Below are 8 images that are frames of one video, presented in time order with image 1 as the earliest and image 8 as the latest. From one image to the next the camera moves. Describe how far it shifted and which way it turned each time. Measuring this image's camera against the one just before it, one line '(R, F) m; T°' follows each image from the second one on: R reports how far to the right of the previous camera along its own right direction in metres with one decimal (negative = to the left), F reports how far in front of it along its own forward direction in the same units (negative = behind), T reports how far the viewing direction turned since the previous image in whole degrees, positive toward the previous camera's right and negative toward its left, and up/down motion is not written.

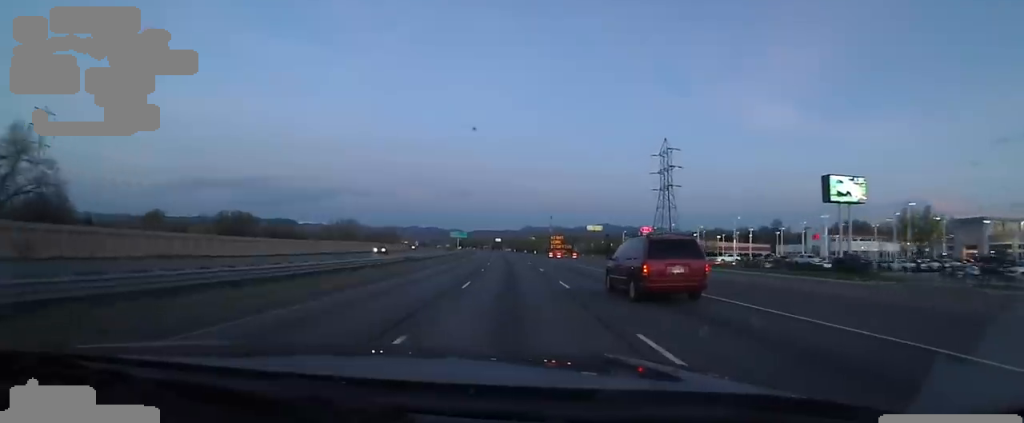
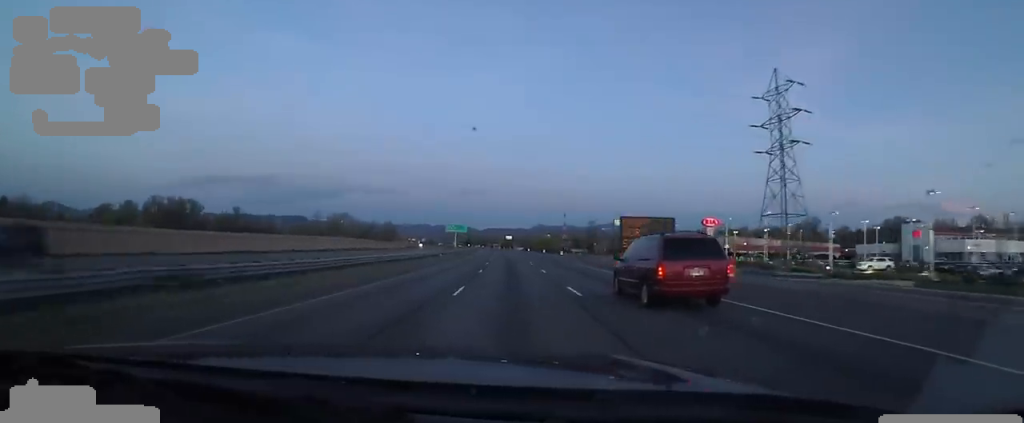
(-1.1, +40.2) m; -1°
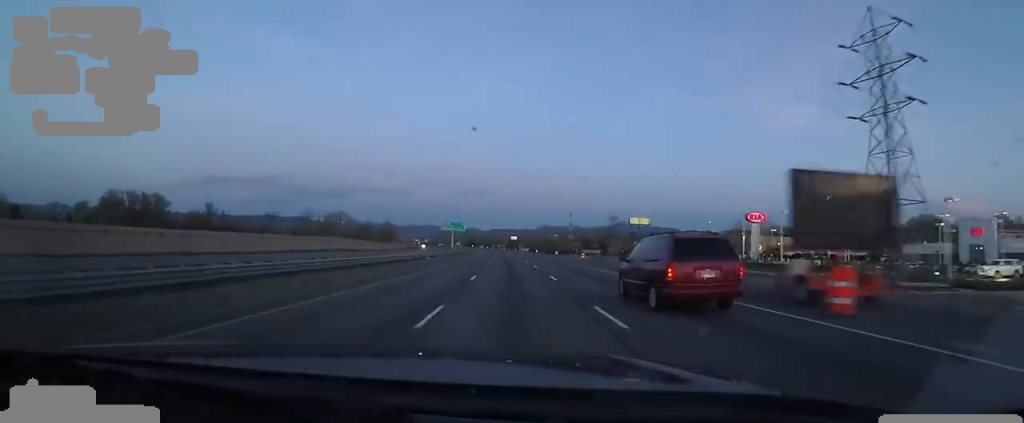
(0.0, +17.8) m; 0°
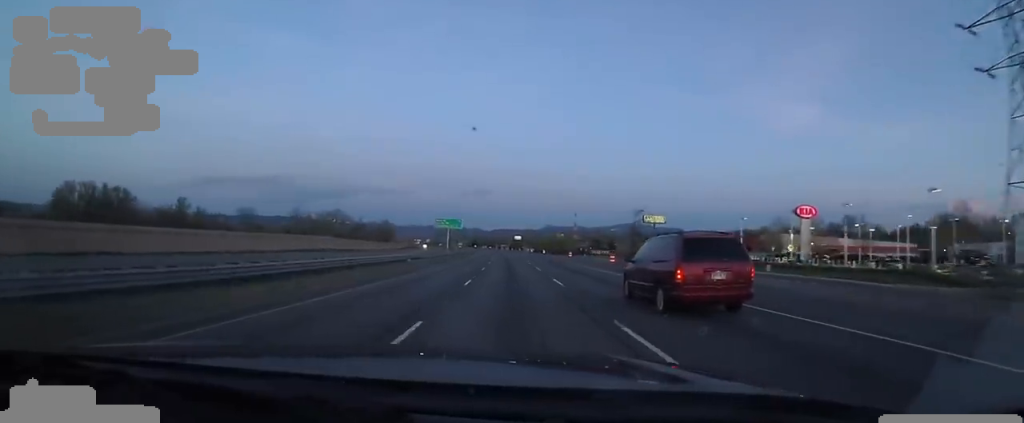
(+0.5, +14.4) m; 0°
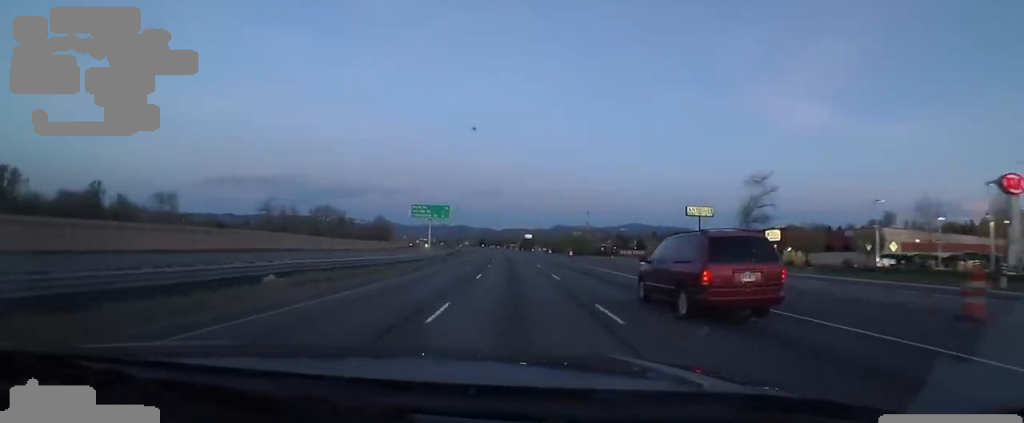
(-0.9, +32.9) m; -2°
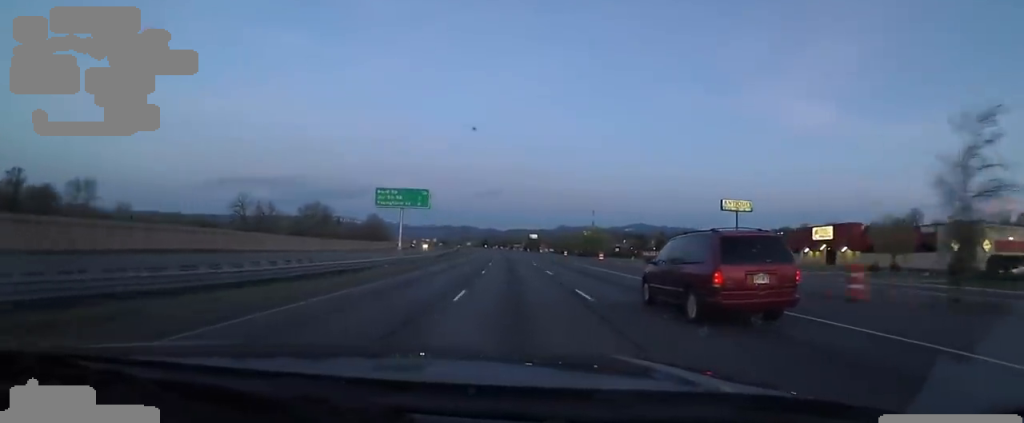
(-0.2, +20.6) m; 0°
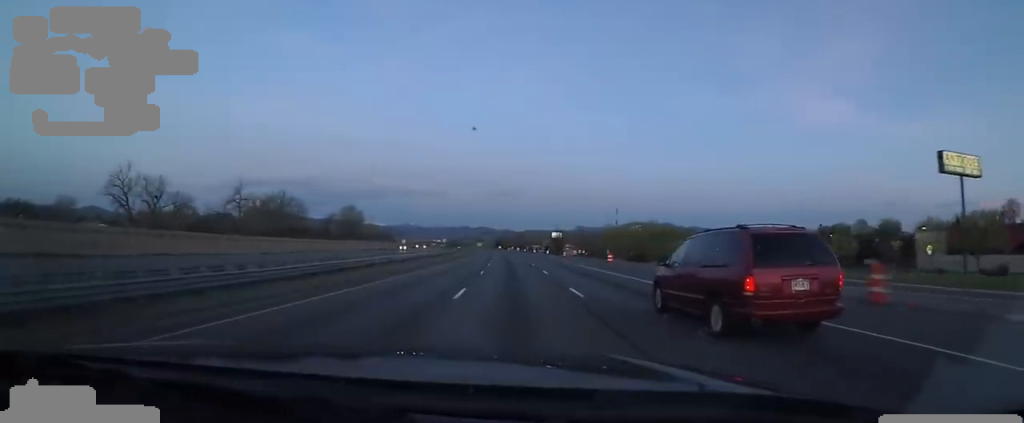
(-1.1, +60.2) m; -3°
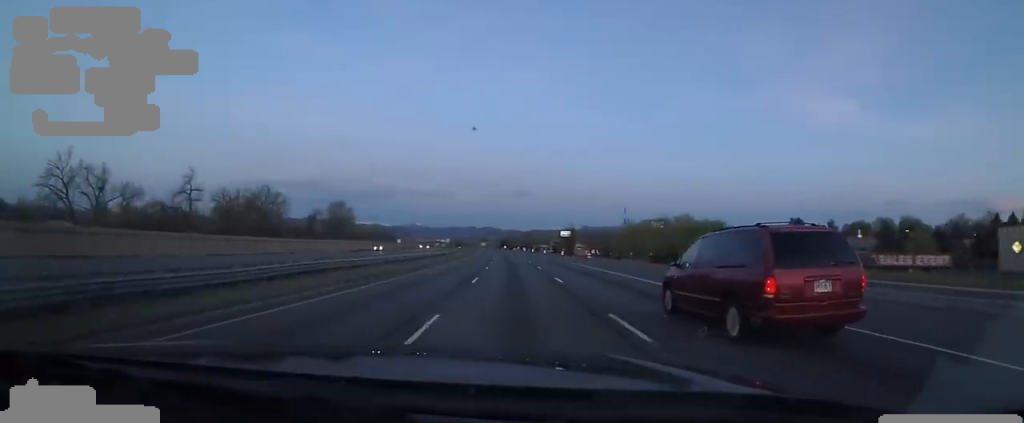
(-0.7, +18.8) m; 0°
